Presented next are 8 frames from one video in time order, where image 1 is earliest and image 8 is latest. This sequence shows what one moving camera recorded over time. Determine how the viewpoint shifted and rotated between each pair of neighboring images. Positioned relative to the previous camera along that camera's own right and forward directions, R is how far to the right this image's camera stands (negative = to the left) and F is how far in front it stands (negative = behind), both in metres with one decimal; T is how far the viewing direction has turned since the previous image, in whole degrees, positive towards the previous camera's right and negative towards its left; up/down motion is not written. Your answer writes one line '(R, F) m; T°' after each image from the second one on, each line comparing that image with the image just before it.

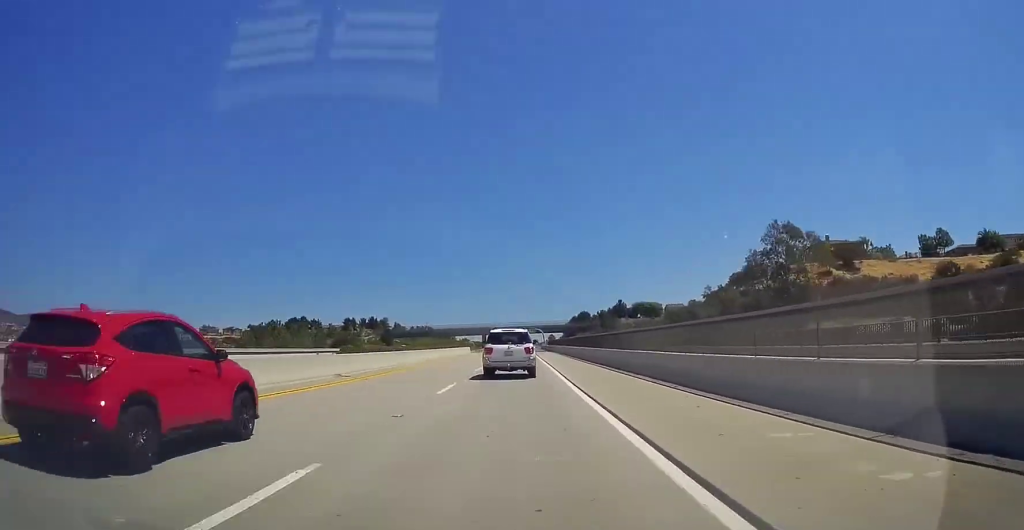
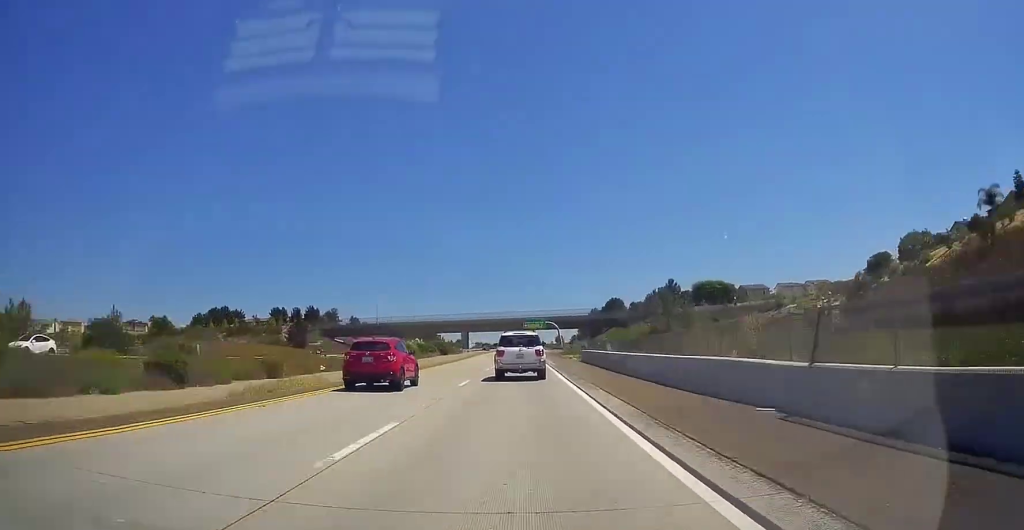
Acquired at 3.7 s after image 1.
(-0.1, +114.4) m; 0°
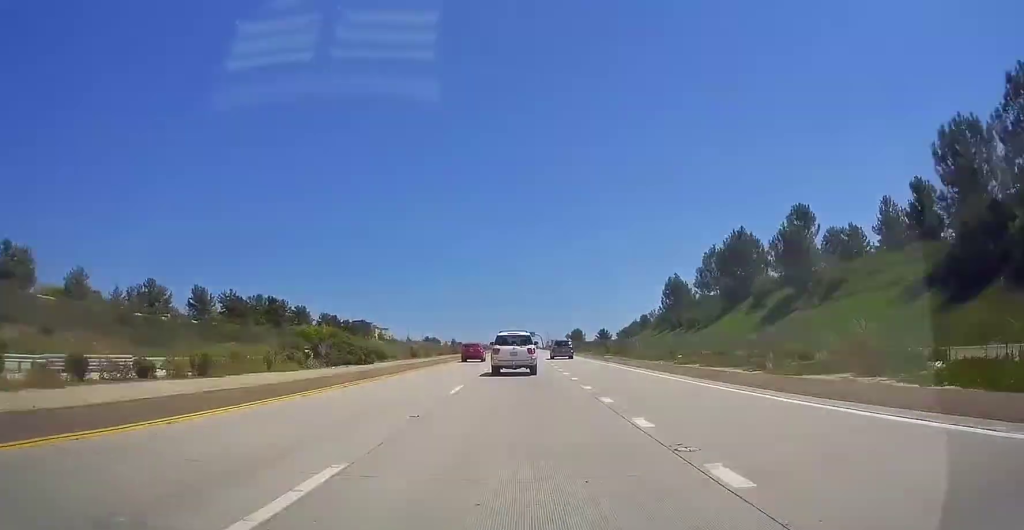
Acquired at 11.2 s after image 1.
(-0.1, +220.0) m; 0°
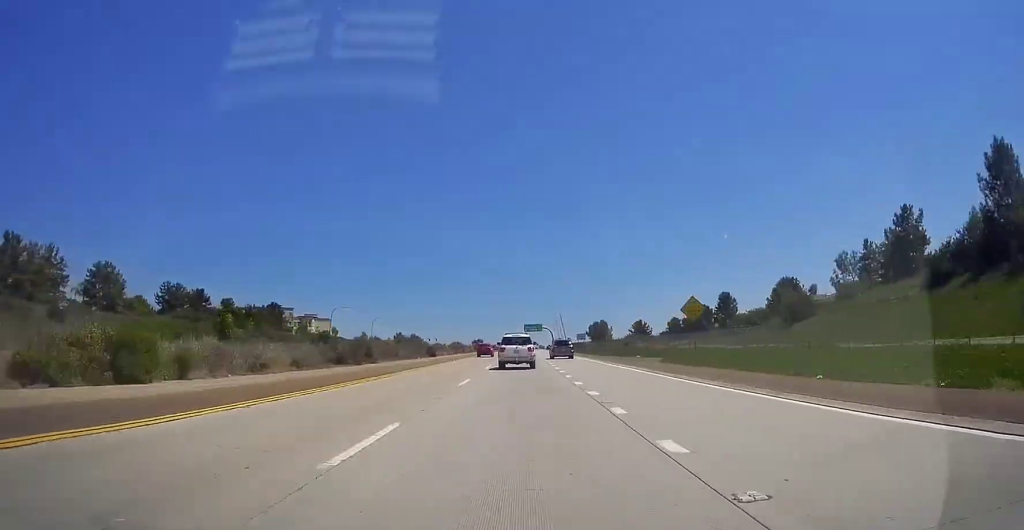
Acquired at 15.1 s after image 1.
(-0.1, +106.1) m; 0°
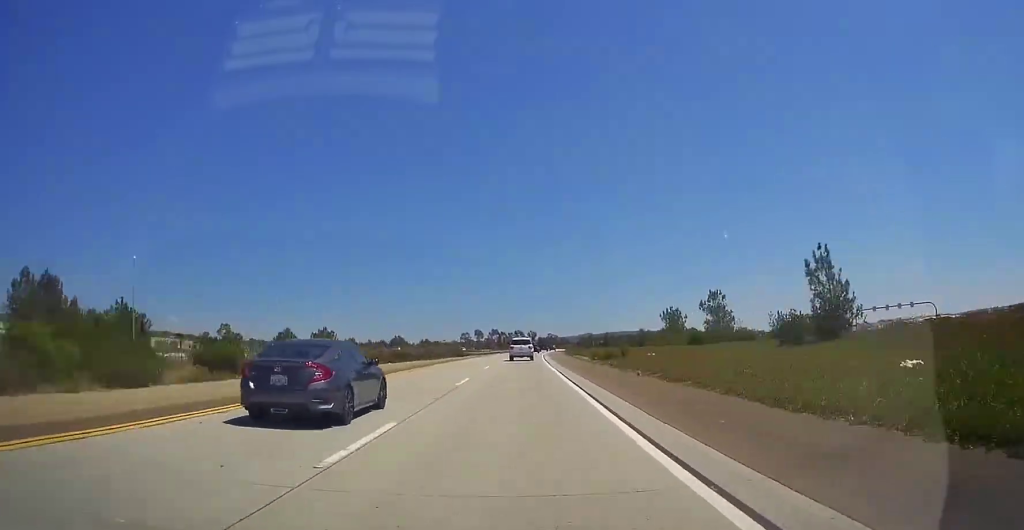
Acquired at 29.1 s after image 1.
(+4.6, +405.3) m; +4°
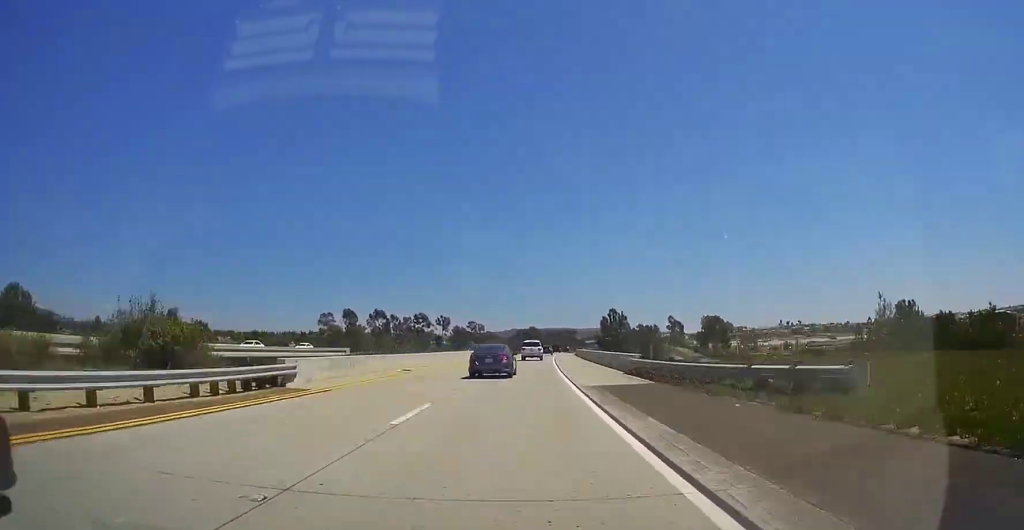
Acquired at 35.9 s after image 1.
(+7.1, +185.6) m; +5°
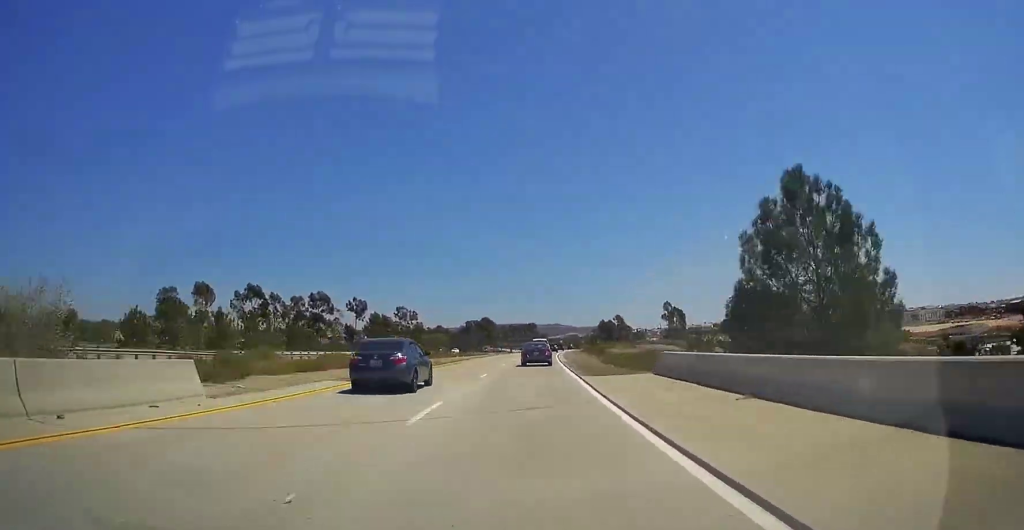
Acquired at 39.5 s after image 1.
(+1.9, +102.7) m; +3°
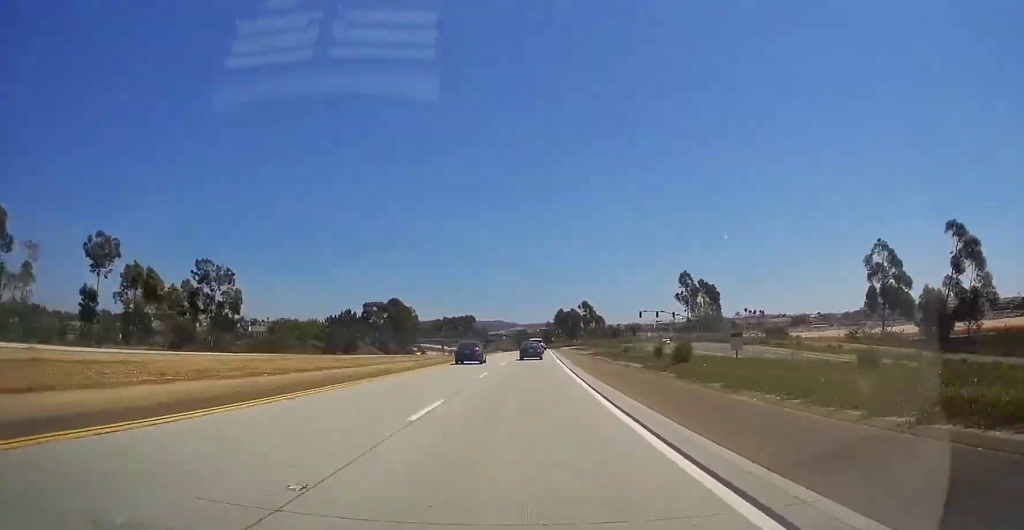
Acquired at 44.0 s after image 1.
(+5.9, +133.0) m; +1°
